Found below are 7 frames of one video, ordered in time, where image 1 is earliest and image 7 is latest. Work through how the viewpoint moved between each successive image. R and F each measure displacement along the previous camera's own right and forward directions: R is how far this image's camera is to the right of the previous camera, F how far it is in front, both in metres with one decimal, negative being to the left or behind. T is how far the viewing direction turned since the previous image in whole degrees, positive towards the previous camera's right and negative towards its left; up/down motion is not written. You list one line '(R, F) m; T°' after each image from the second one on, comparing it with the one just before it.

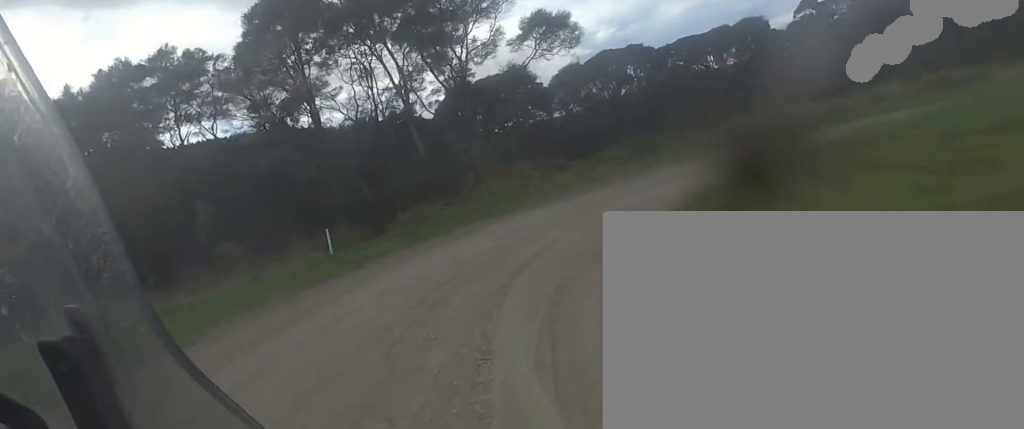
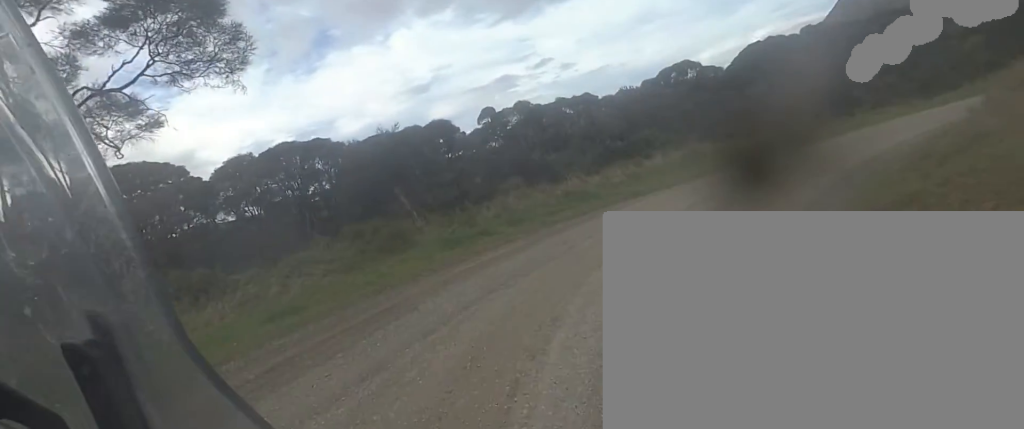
(+1.6, +10.1) m; +29°
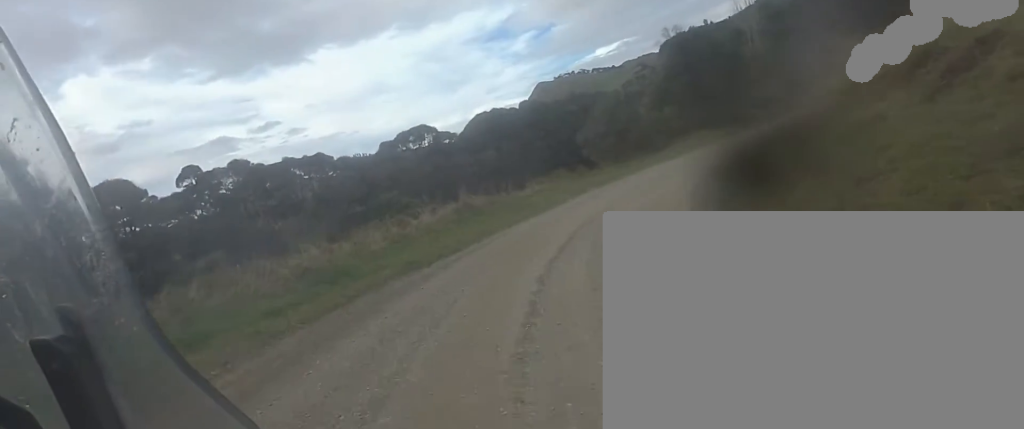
(+1.5, +5.4) m; +33°
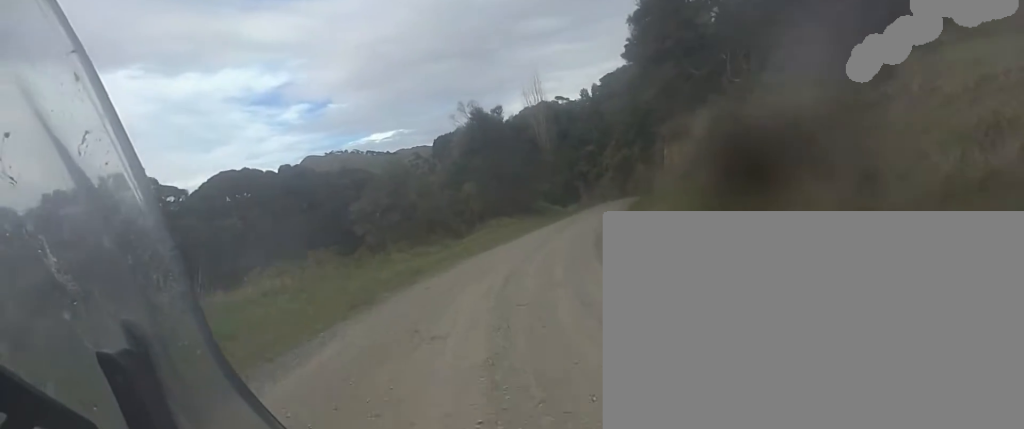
(+3.5, +9.4) m; +23°
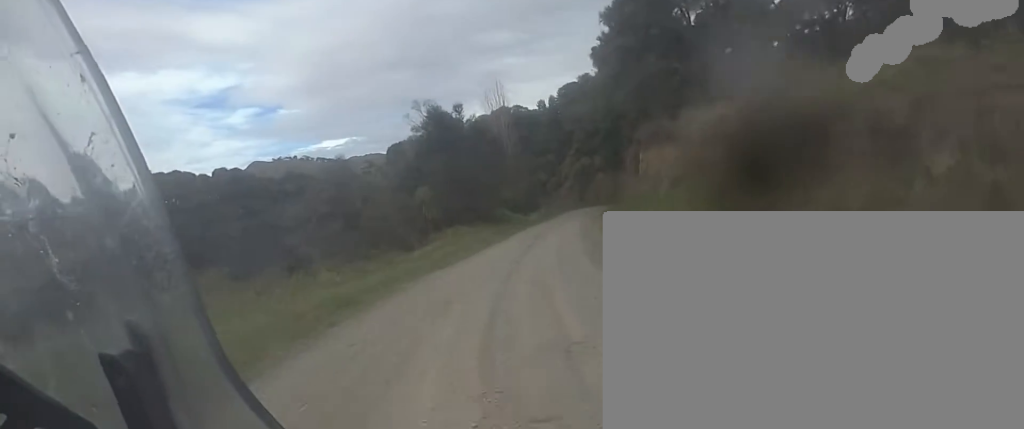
(-0.4, +4.1) m; +1°
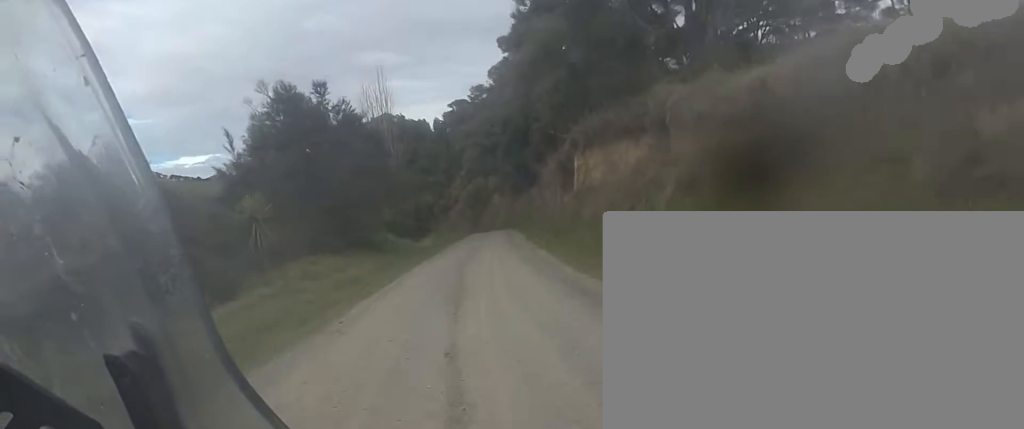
(+0.5, +9.7) m; +11°
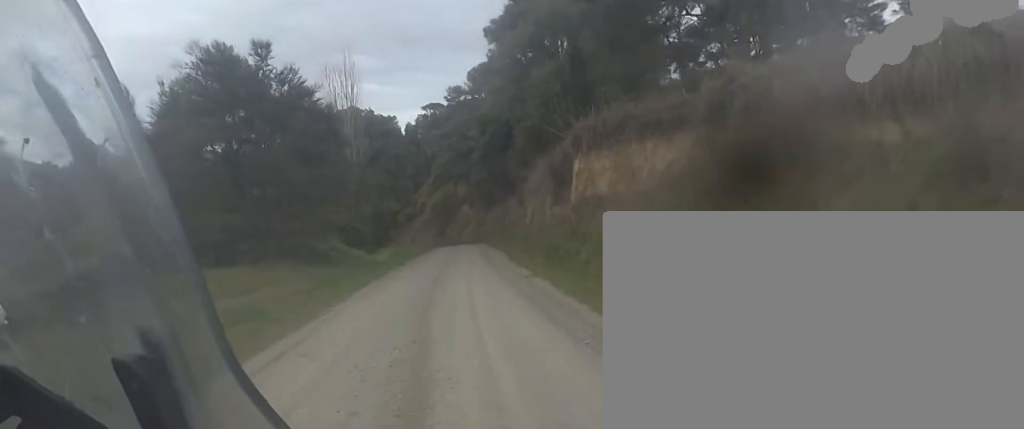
(+0.4, +5.5) m; +3°
